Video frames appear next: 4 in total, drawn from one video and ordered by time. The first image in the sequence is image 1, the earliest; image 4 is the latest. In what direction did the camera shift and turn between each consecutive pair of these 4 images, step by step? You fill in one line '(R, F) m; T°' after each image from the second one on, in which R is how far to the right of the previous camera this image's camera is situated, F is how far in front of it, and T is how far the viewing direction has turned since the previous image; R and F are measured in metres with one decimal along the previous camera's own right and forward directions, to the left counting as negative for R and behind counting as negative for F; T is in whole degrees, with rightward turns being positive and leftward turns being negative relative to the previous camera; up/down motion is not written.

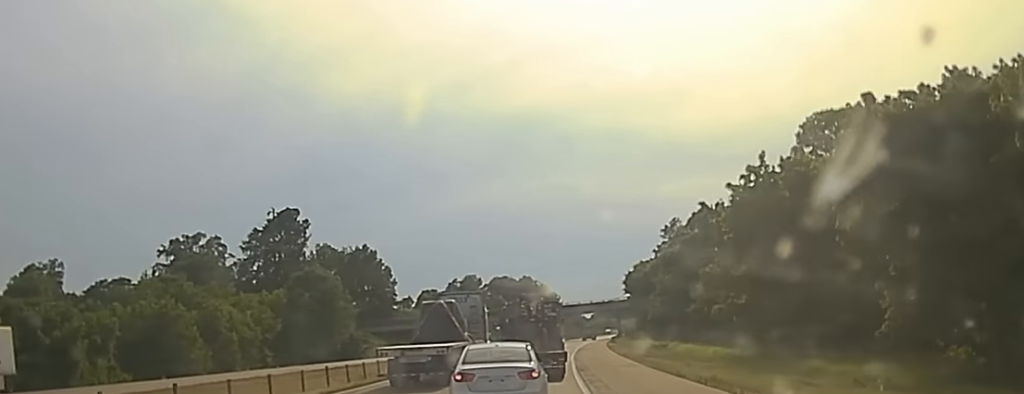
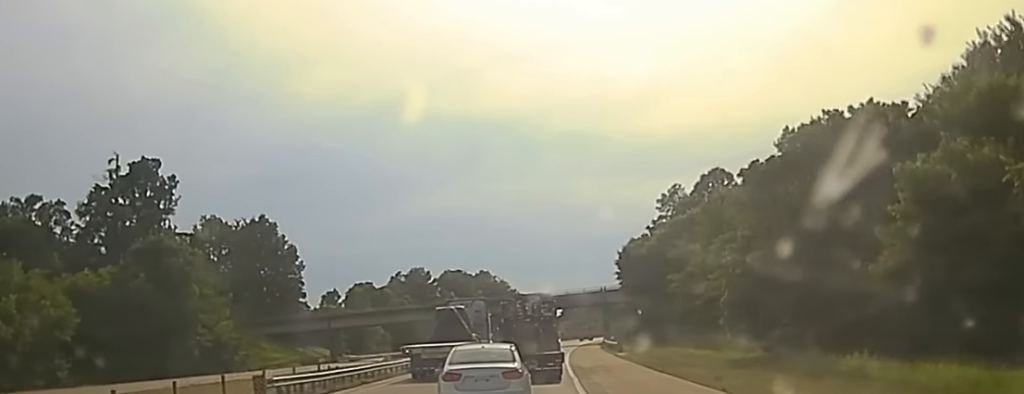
(+0.9, +64.4) m; +2°
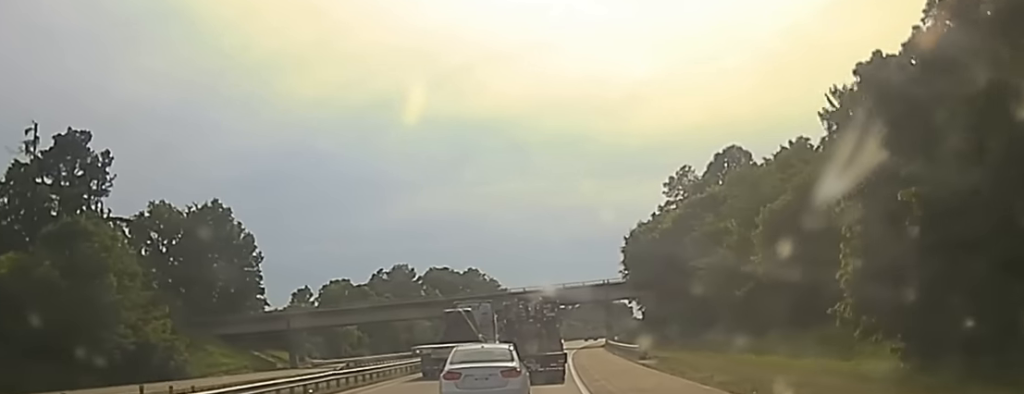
(+0.2, +21.6) m; +1°
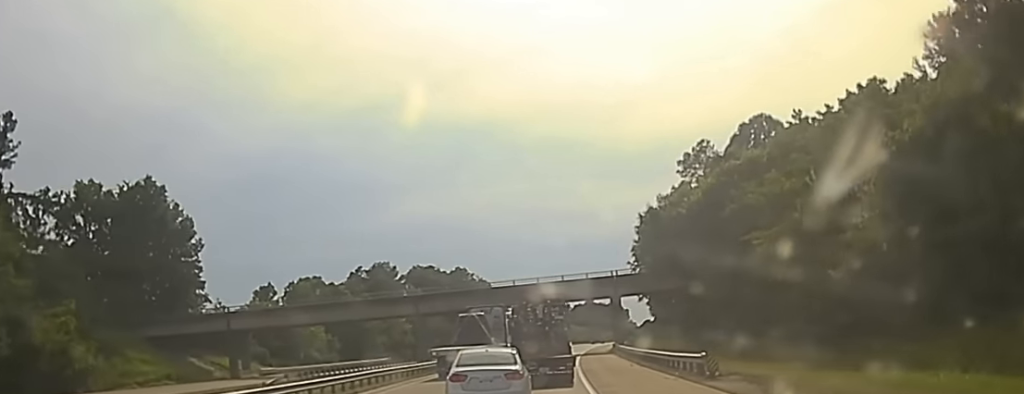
(+0.2, +24.2) m; 0°
